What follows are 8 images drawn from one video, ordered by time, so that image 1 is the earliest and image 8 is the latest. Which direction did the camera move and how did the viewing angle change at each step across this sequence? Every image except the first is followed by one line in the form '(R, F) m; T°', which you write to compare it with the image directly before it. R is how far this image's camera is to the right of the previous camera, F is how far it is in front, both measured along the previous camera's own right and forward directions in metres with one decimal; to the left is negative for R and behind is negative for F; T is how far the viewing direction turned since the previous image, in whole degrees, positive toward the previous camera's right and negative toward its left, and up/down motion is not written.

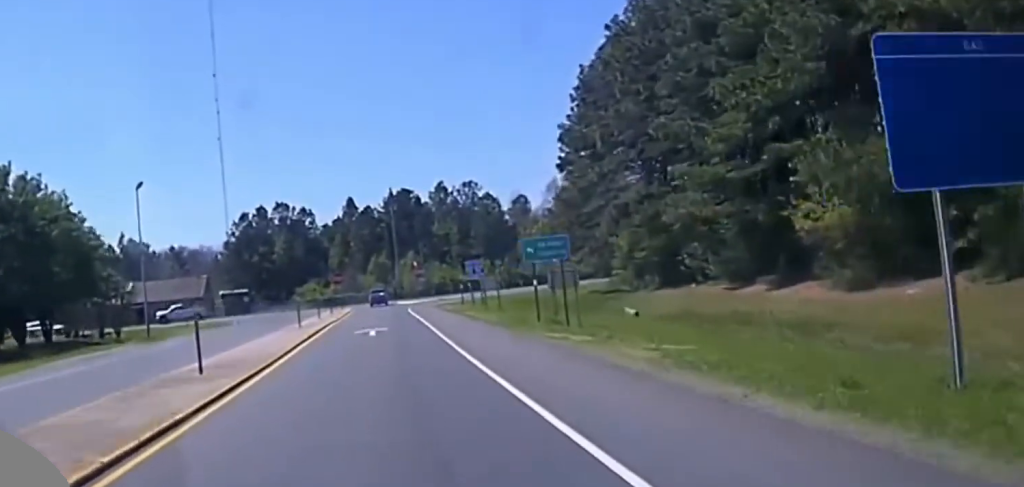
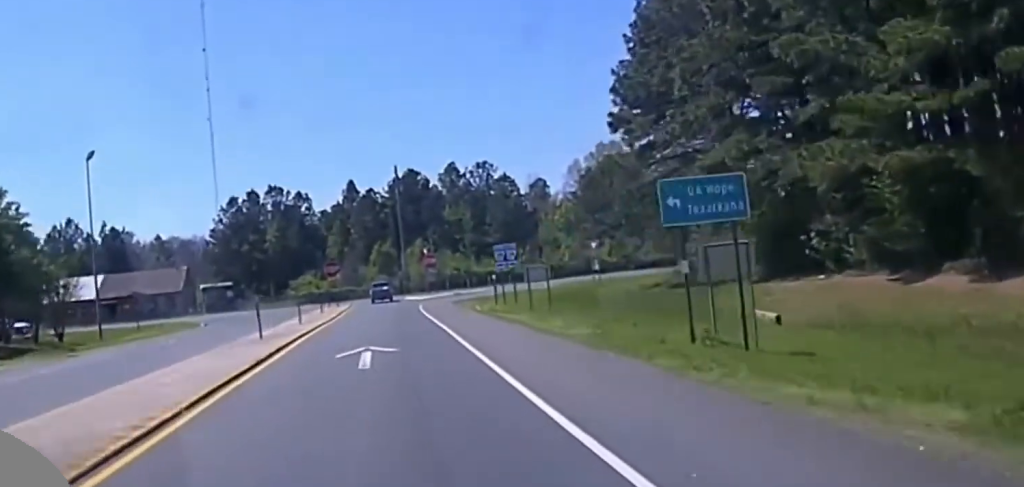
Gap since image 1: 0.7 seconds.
(0.0, +16.9) m; -1°
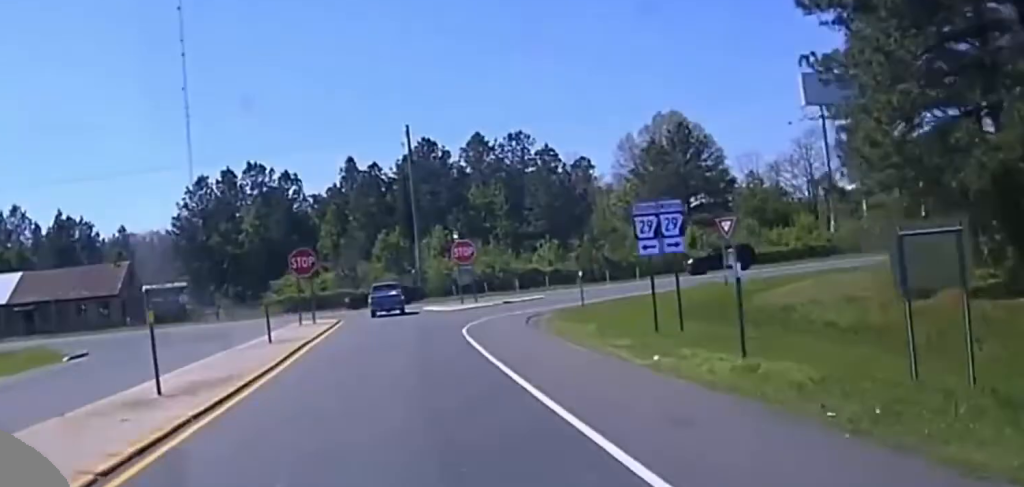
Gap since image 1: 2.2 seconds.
(-0.3, +32.6) m; 0°
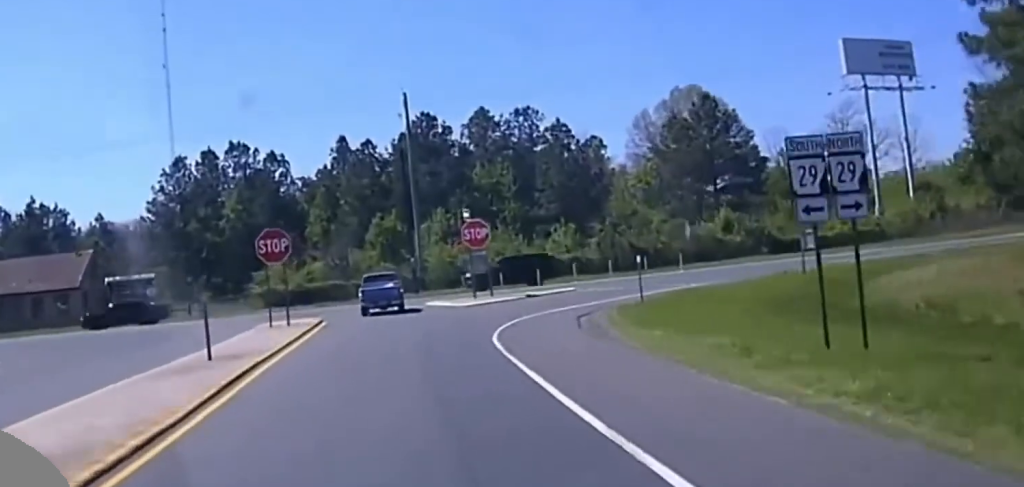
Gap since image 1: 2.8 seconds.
(+0.1, +11.0) m; +1°
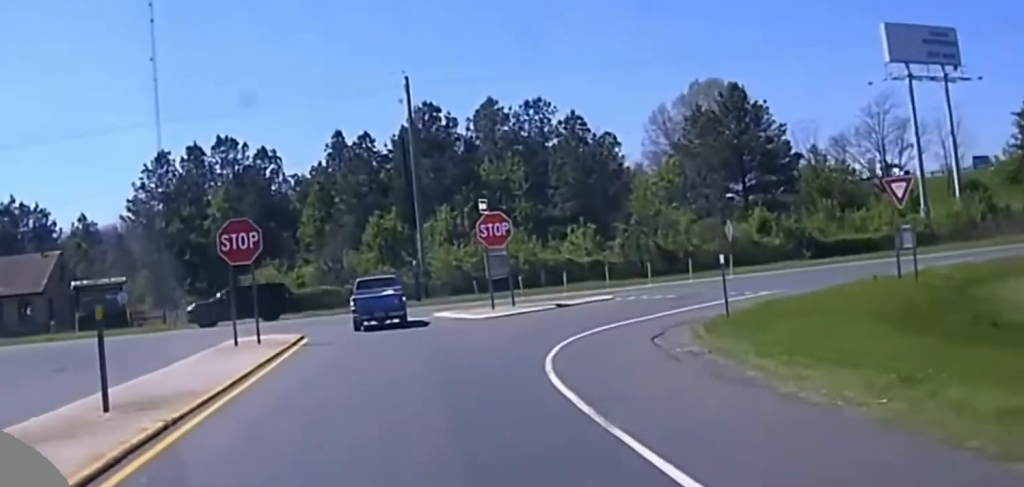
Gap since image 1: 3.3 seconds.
(0.0, +9.2) m; 0°
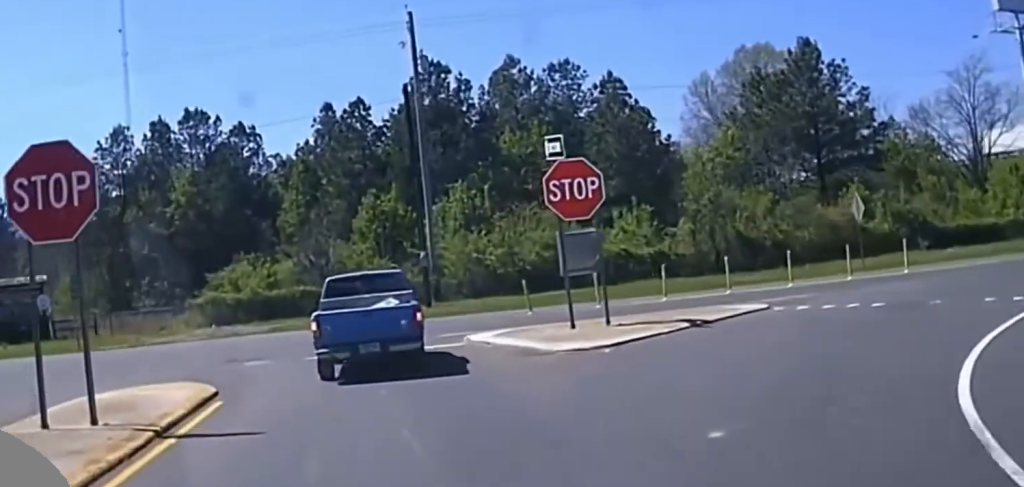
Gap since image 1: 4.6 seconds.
(-0.2, +17.9) m; -2°
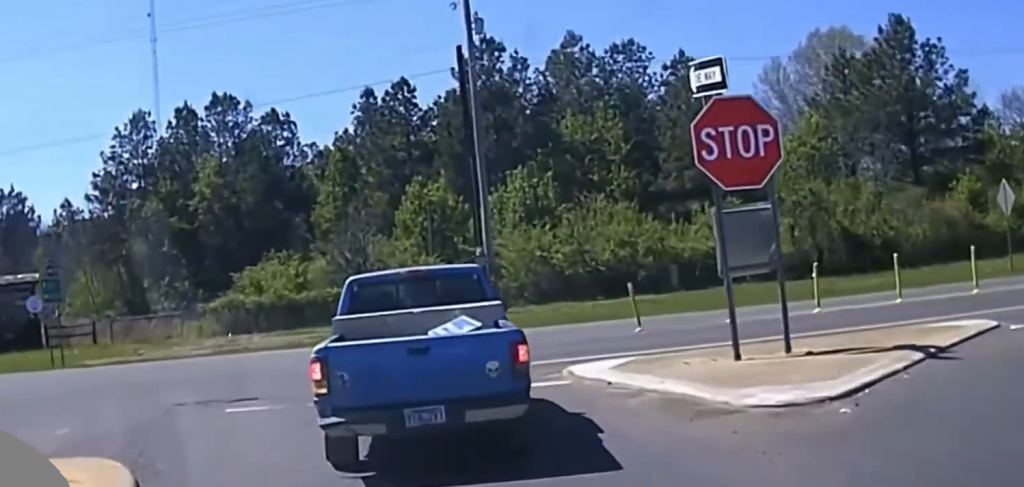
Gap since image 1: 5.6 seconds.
(-0.1, +7.8) m; -8°
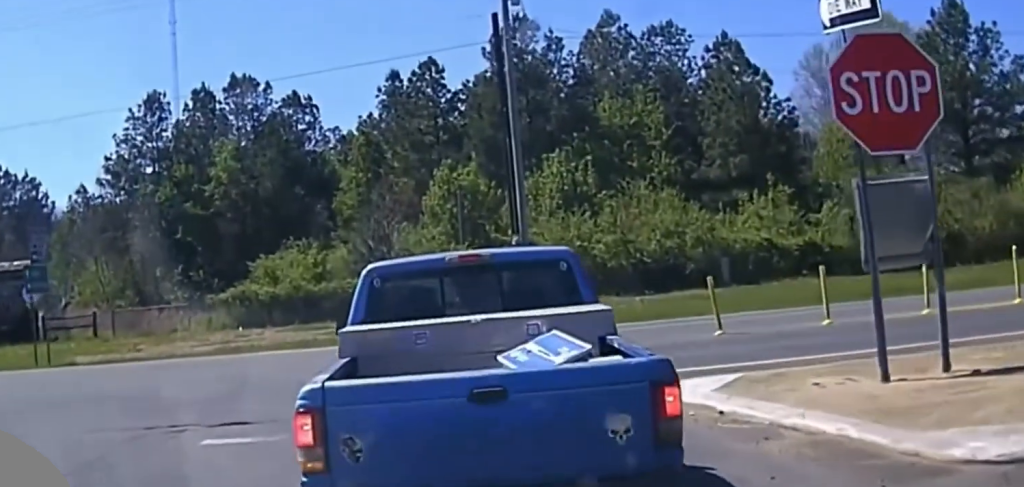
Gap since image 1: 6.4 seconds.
(-0.4, +0.7) m; -2°
